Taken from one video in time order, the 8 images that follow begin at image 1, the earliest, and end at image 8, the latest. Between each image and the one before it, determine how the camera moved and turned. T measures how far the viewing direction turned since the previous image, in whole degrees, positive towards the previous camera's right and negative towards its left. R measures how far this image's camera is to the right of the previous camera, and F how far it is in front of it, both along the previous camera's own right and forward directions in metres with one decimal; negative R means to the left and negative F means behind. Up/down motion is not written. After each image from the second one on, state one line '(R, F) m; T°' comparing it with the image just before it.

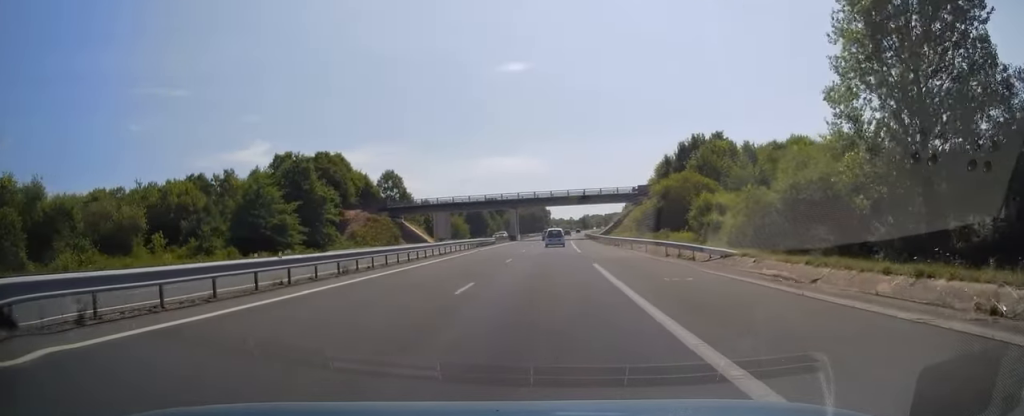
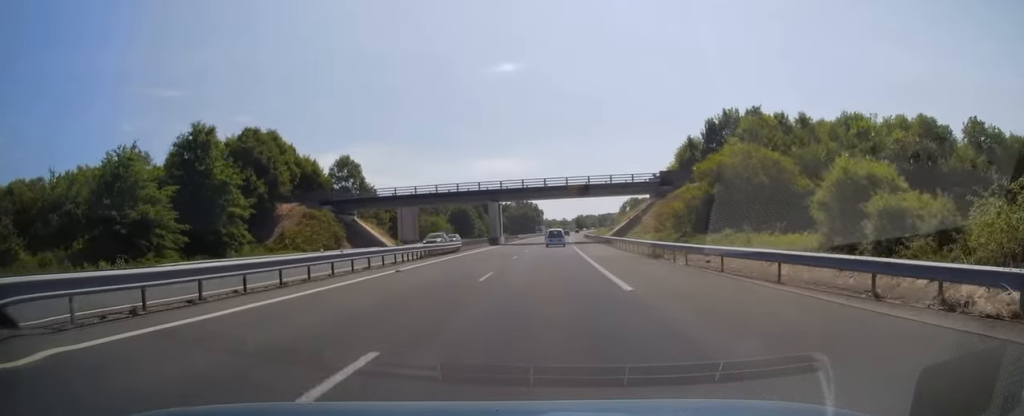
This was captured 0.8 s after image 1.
(+0.1, +22.6) m; +1°
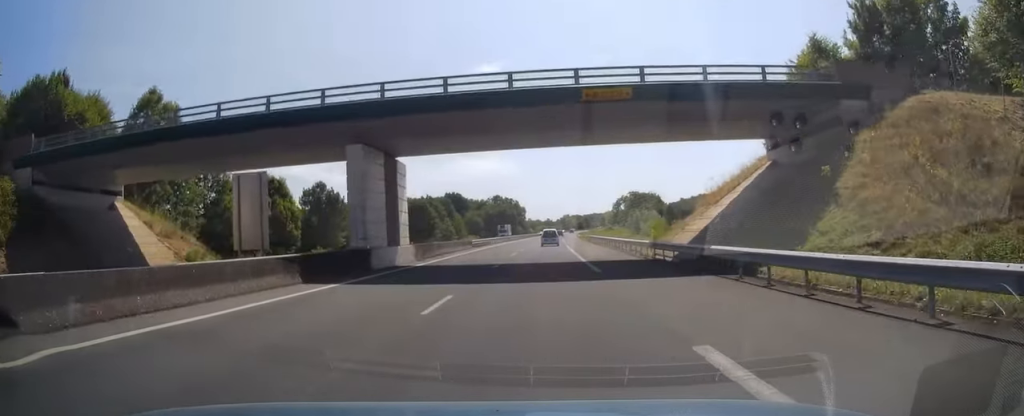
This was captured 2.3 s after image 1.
(+0.6, +46.3) m; +1°
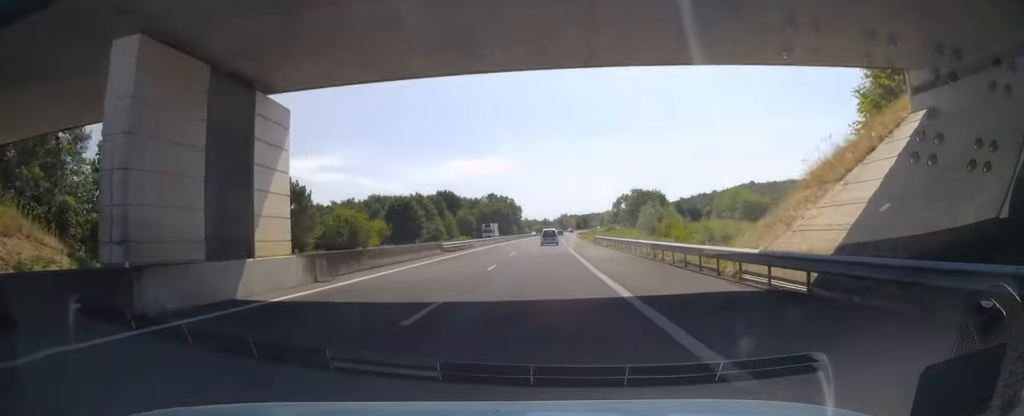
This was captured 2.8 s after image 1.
(0.0, +14.3) m; 0°
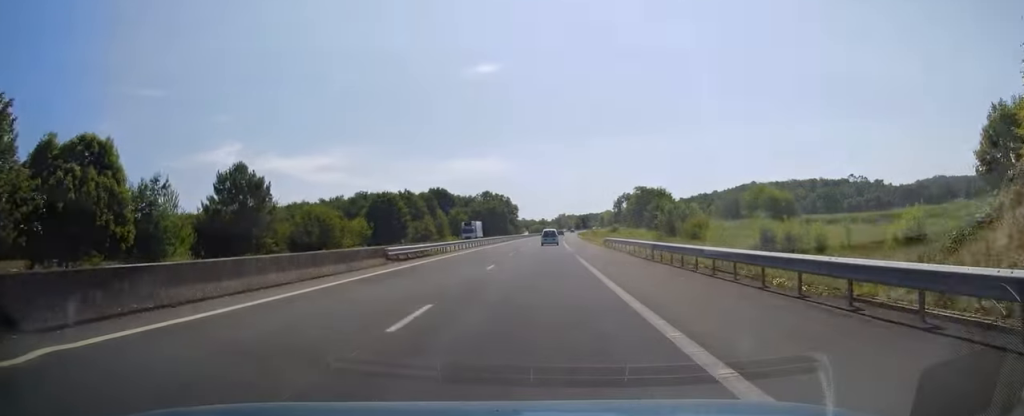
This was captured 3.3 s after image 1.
(0.0, +13.8) m; 0°
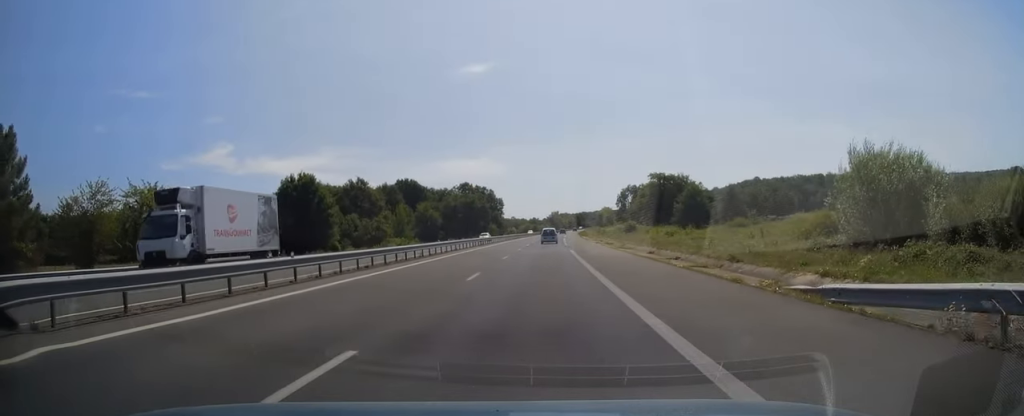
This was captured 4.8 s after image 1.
(+0.5, +43.6) m; +1°
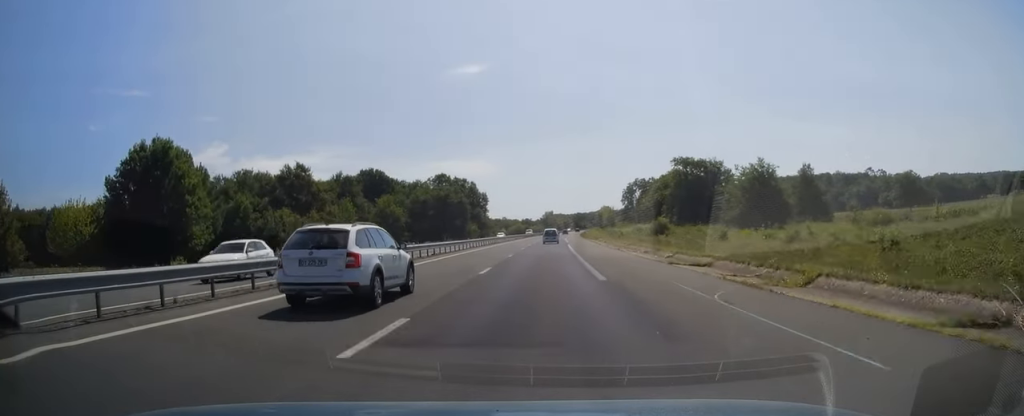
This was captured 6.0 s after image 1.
(+0.3, +36.6) m; +1°
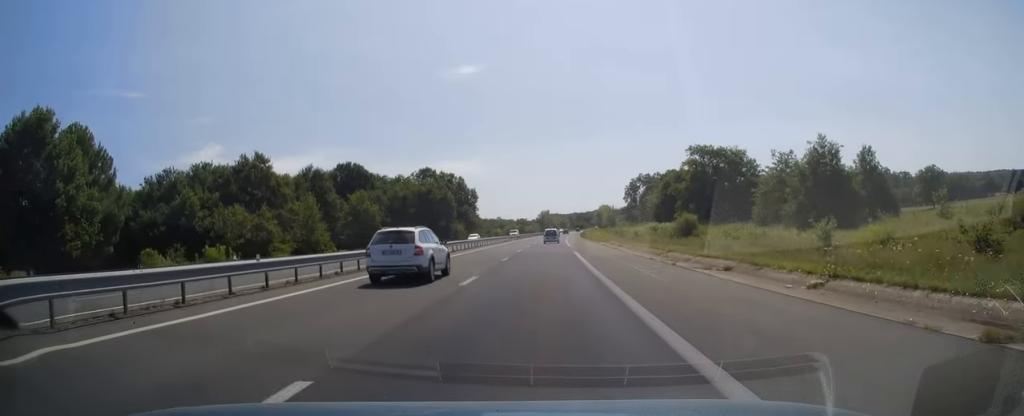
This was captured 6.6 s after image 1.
(0.0, +17.1) m; 0°
